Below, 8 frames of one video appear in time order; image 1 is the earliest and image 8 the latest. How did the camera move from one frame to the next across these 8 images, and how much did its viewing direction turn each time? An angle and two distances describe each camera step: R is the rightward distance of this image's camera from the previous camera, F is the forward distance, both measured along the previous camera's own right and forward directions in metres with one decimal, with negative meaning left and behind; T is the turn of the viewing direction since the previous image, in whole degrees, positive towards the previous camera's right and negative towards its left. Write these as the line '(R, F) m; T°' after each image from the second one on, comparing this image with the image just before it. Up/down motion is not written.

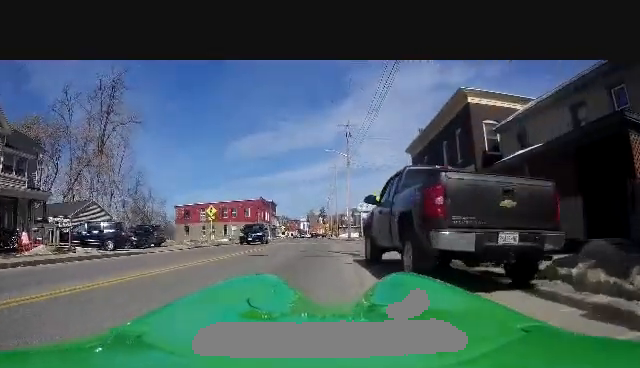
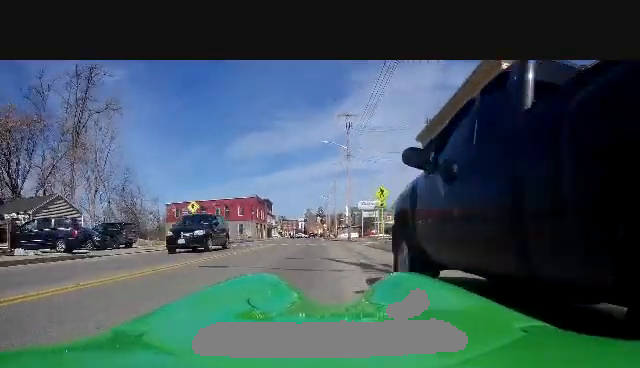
(0.0, +4.9) m; -1°
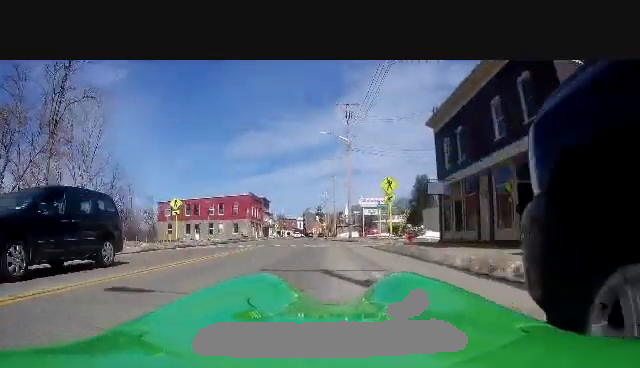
(0.0, +4.0) m; -1°
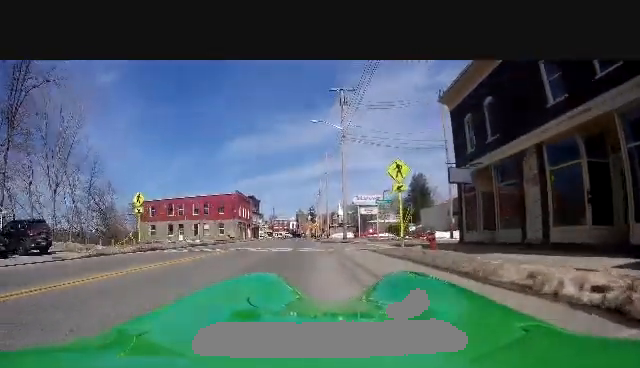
(-0.1, +5.1) m; -2°
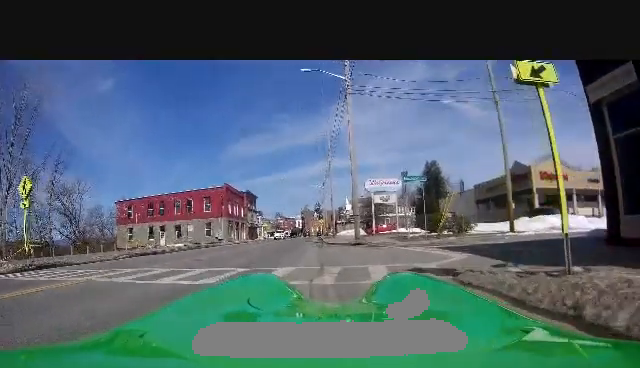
(-0.1, +11.1) m; -1°
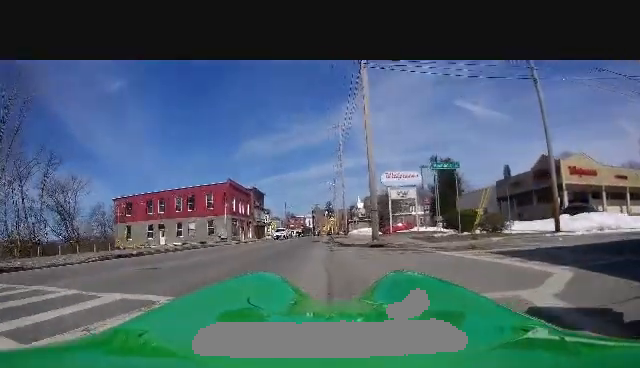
(0.0, +4.0) m; 0°
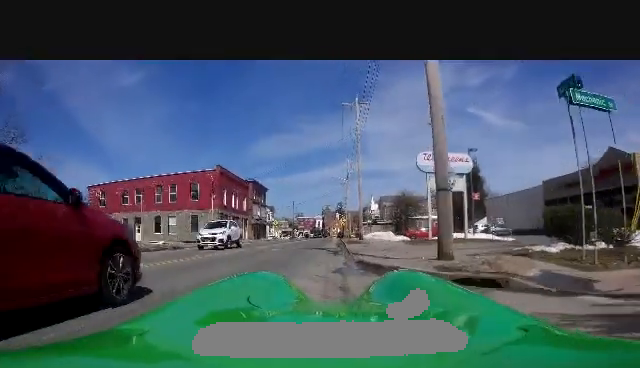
(0.0, +10.4) m; -1°
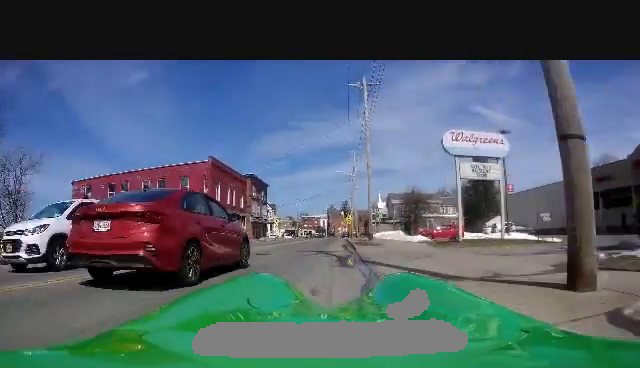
(0.0, +4.6) m; -1°
